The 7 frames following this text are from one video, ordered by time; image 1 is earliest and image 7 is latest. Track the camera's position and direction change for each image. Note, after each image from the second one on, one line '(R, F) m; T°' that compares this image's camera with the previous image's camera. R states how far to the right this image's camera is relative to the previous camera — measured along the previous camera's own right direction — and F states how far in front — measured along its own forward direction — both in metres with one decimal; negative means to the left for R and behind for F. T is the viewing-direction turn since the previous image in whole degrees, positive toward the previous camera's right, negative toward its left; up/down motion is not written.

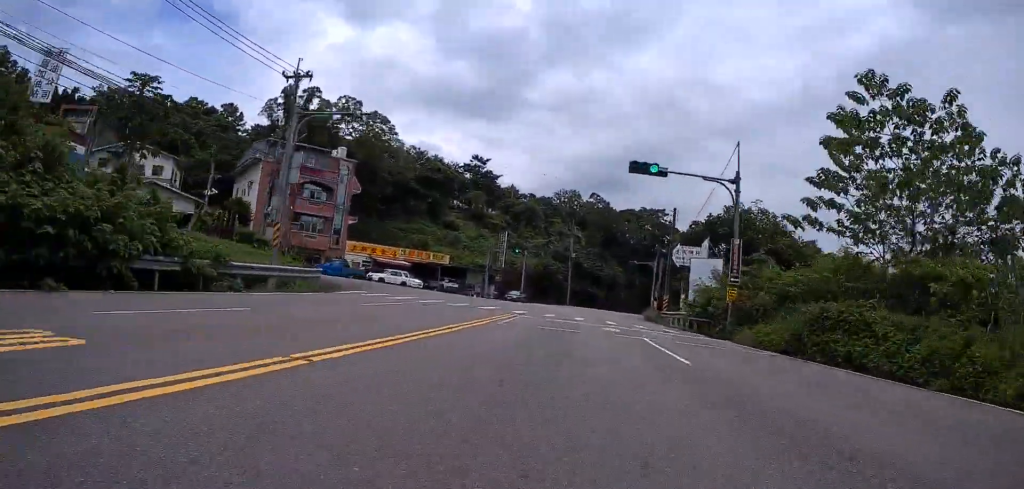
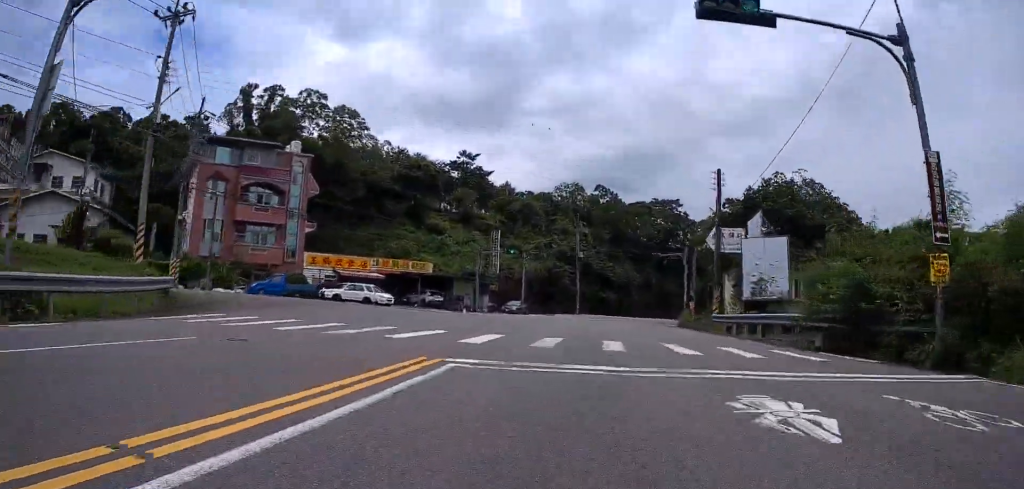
(0.0, +11.3) m; 0°
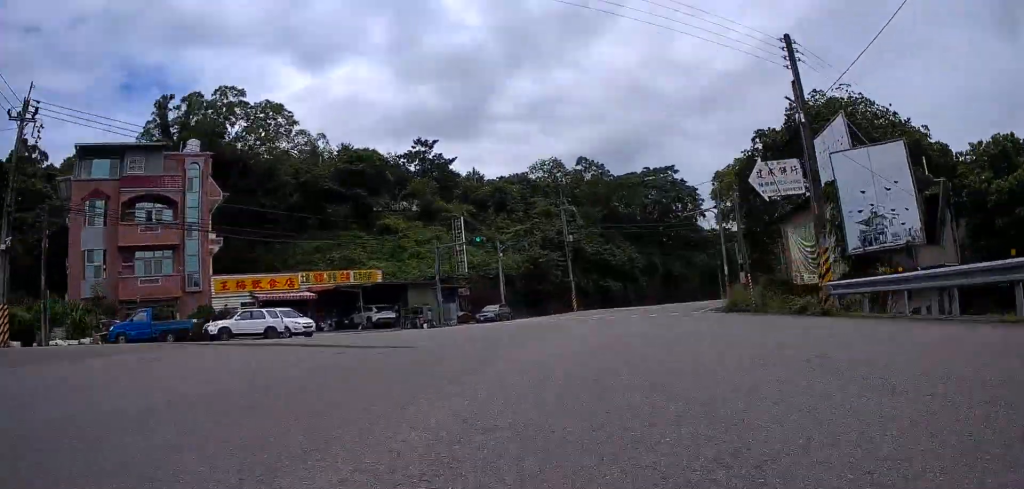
(0.0, +12.7) m; +1°
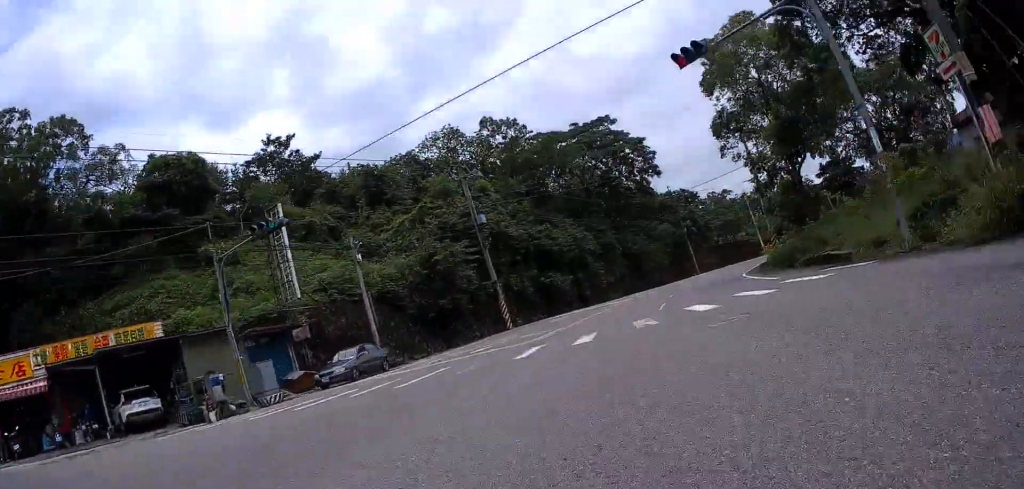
(+0.5, +17.7) m; +6°
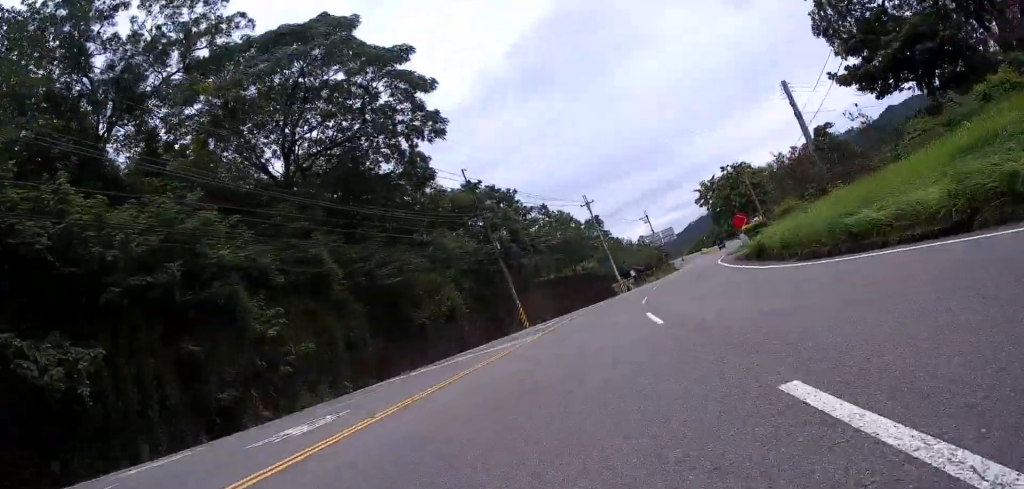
(+5.1, +28.1) m; +20°
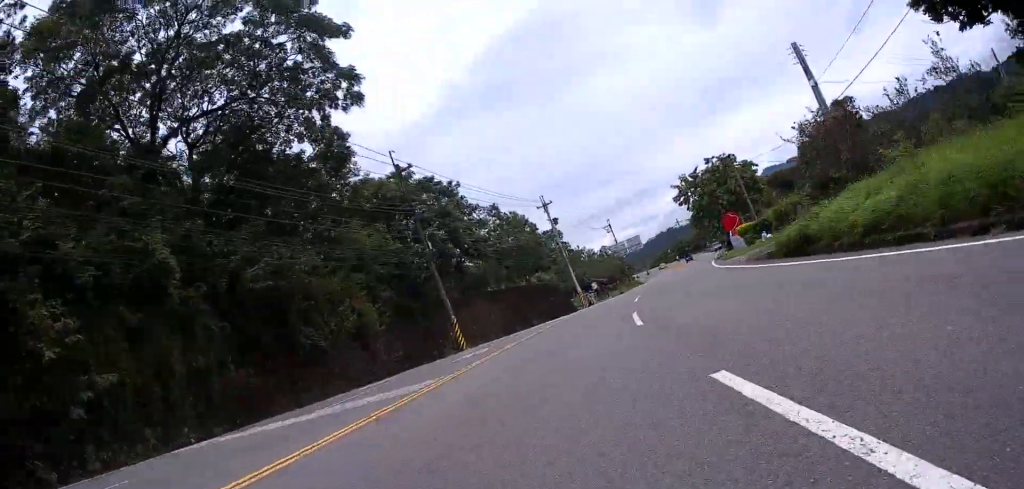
(+0.5, +7.5) m; +2°
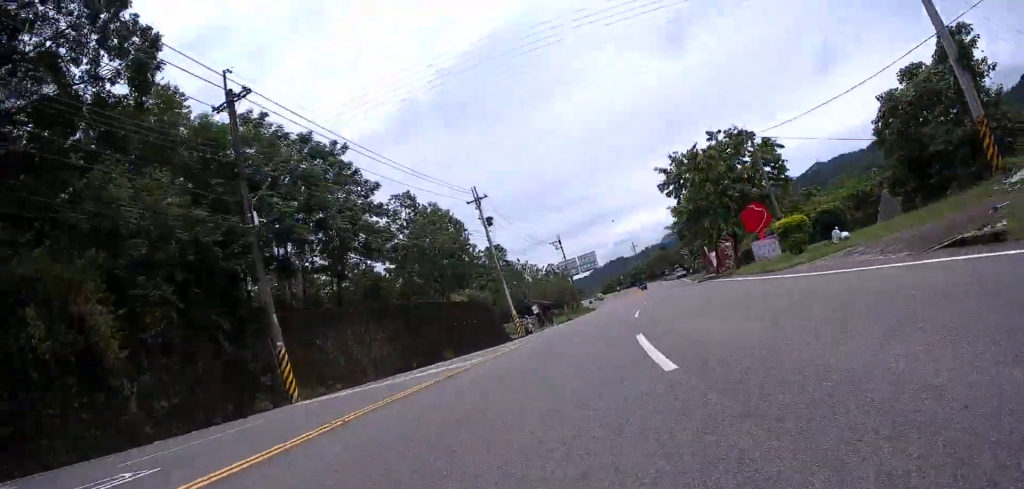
(+0.4, +12.9) m; +2°
